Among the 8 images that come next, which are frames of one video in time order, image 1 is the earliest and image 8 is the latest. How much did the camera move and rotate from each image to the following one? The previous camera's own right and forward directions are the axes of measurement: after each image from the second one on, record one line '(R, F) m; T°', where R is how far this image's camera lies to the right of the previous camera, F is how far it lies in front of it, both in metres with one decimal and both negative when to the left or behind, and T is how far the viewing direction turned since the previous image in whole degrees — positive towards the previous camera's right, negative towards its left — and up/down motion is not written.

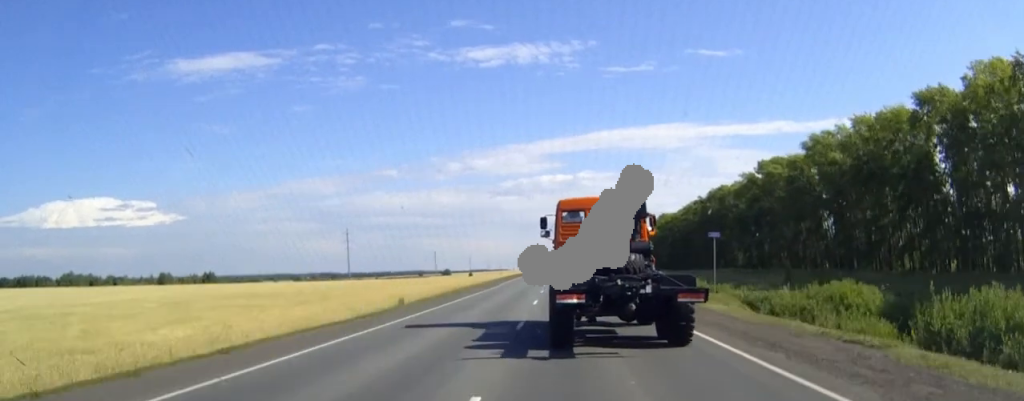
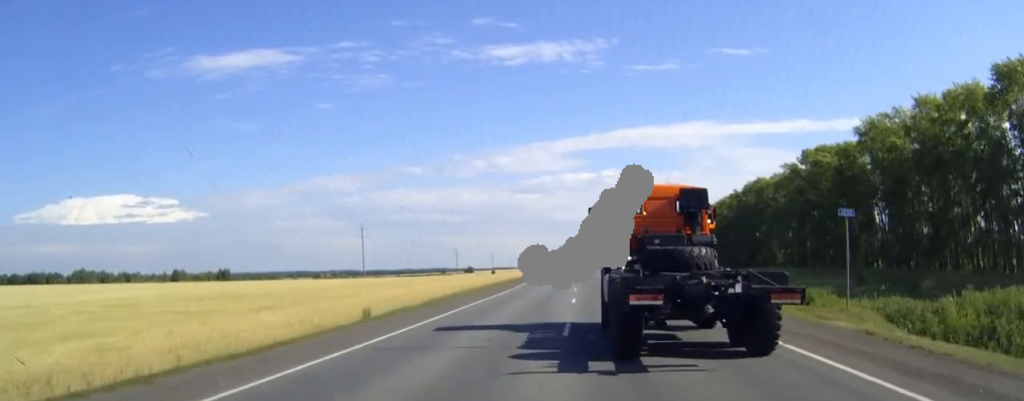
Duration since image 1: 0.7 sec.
(-0.1, +14.3) m; -1°
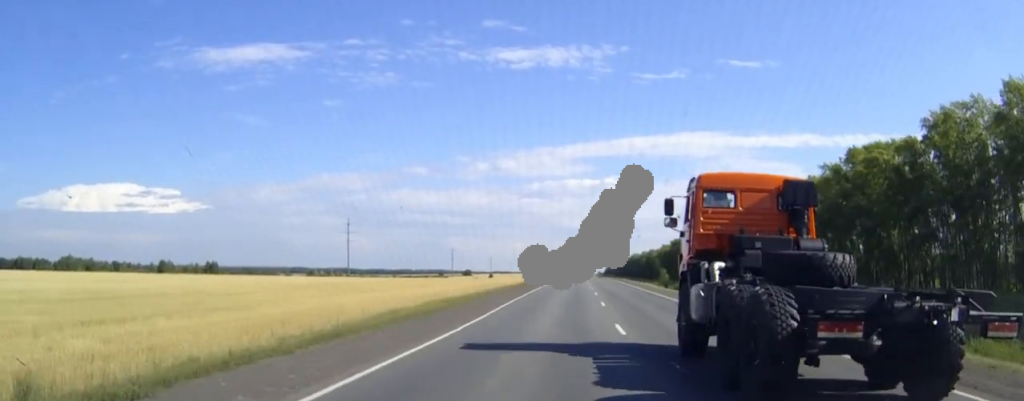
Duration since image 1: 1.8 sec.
(-0.3, +22.3) m; 0°
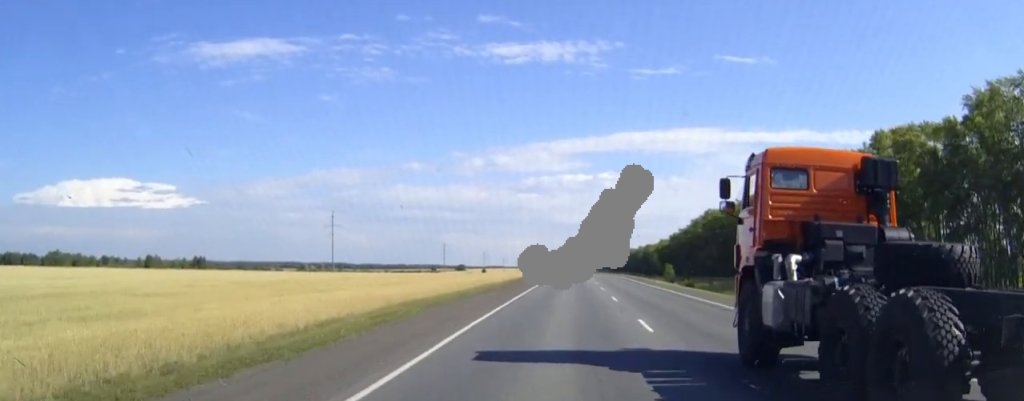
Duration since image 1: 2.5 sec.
(0.0, +13.1) m; 0°
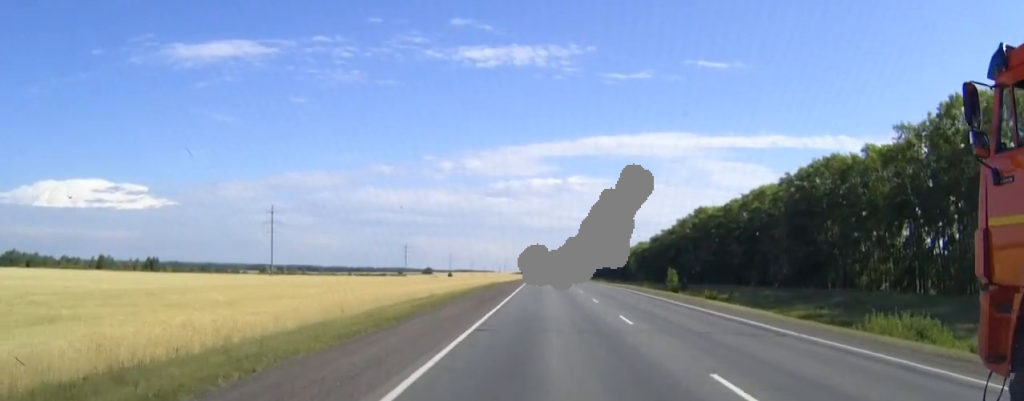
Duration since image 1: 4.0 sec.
(+0.6, +32.2) m; +2°
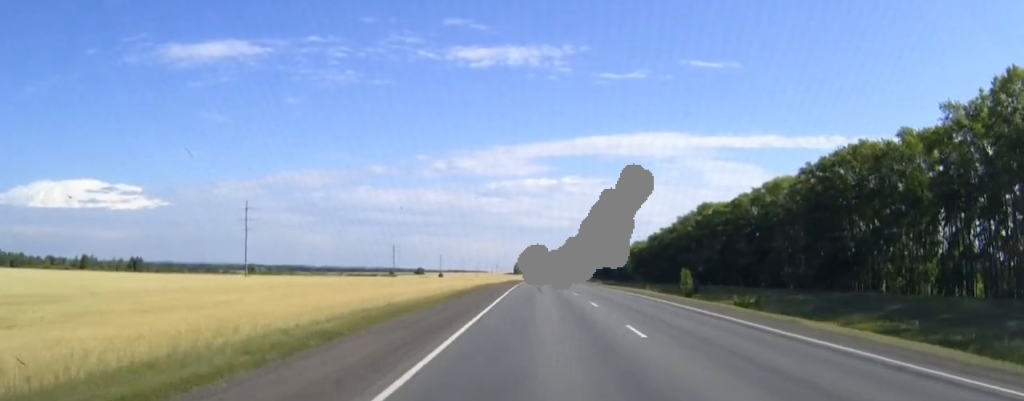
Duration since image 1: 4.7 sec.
(+0.1, +15.4) m; +1°
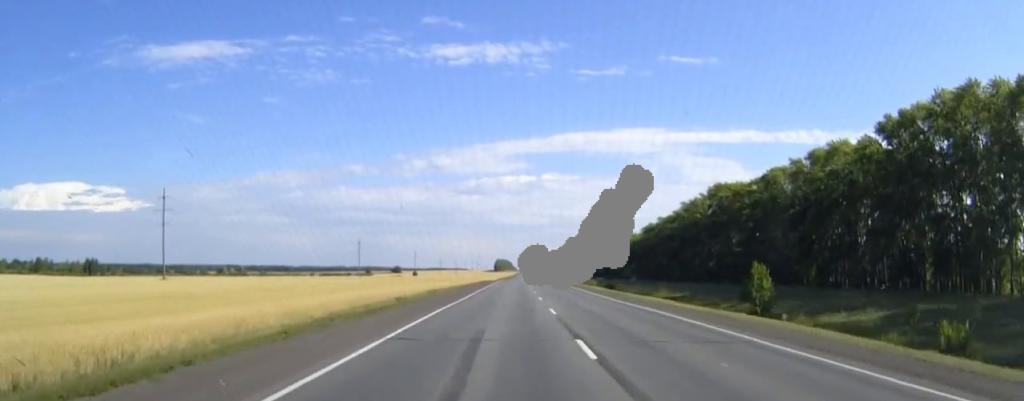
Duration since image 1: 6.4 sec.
(+0.5, +39.6) m; +1°
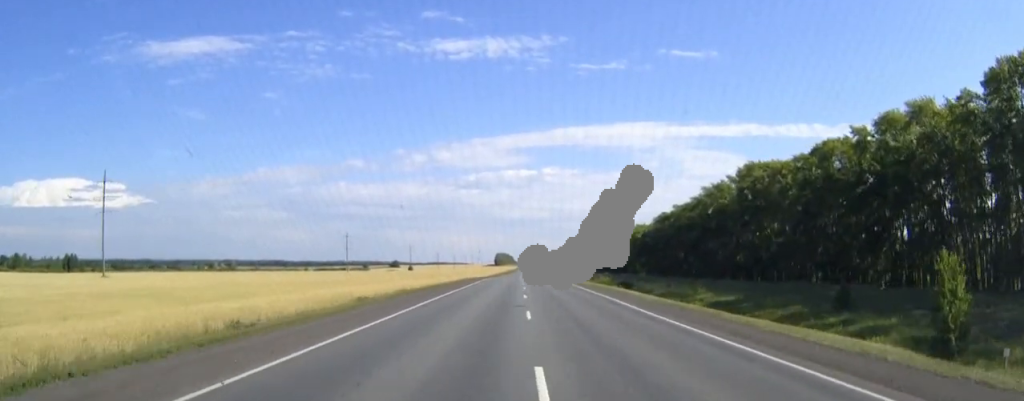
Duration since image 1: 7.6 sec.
(+0.1, +27.7) m; 0°
